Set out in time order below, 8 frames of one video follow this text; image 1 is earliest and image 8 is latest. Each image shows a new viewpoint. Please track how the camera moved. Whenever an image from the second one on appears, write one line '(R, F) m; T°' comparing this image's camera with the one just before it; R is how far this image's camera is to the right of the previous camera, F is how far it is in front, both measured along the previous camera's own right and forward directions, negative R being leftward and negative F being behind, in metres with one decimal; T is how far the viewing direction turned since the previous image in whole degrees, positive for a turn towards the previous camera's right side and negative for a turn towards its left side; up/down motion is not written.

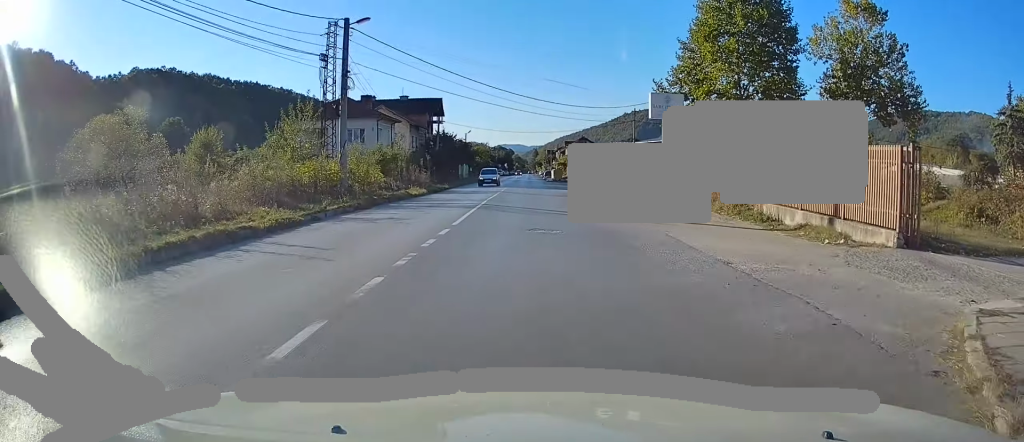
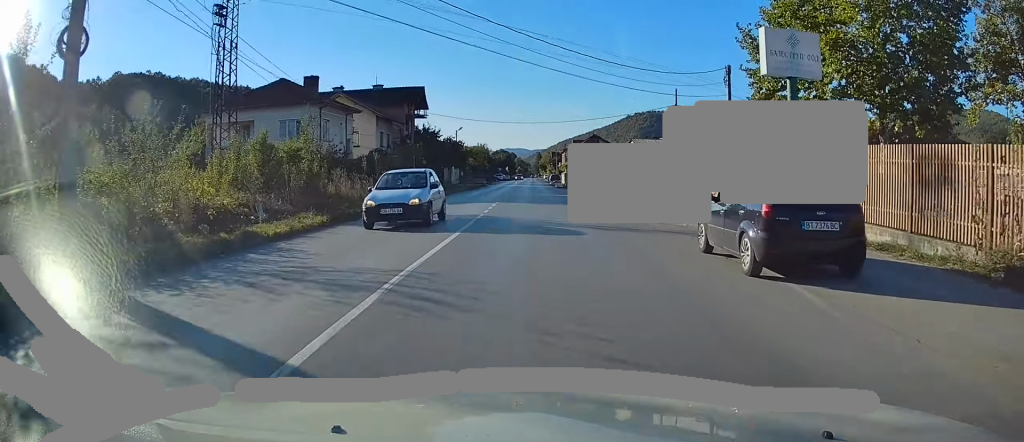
(0.0, +18.4) m; 0°
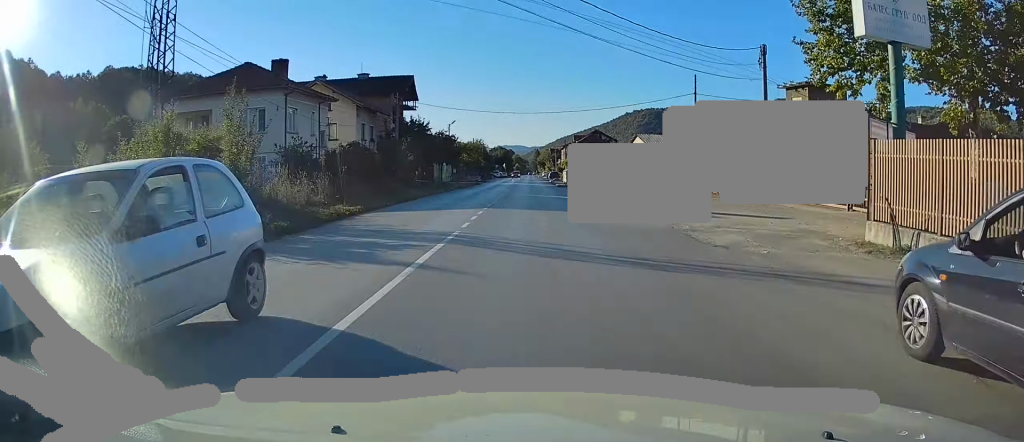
(0.0, +6.3) m; 0°
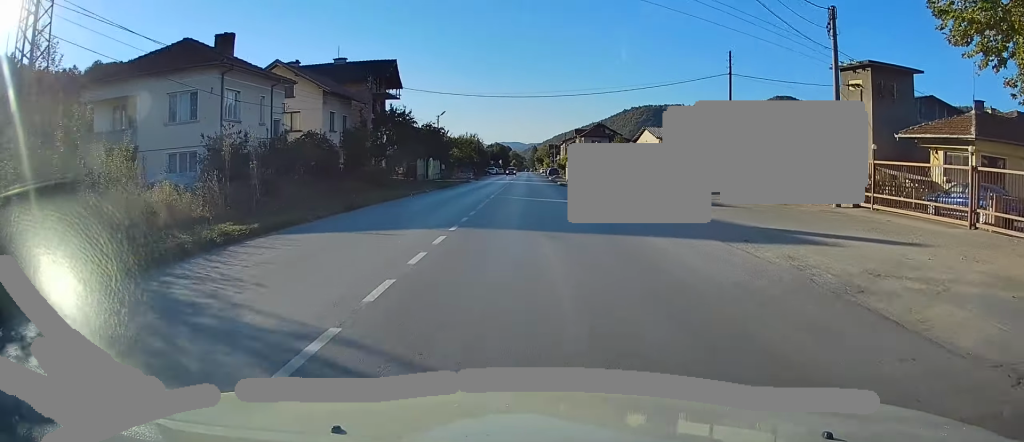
(0.0, +8.2) m; 0°
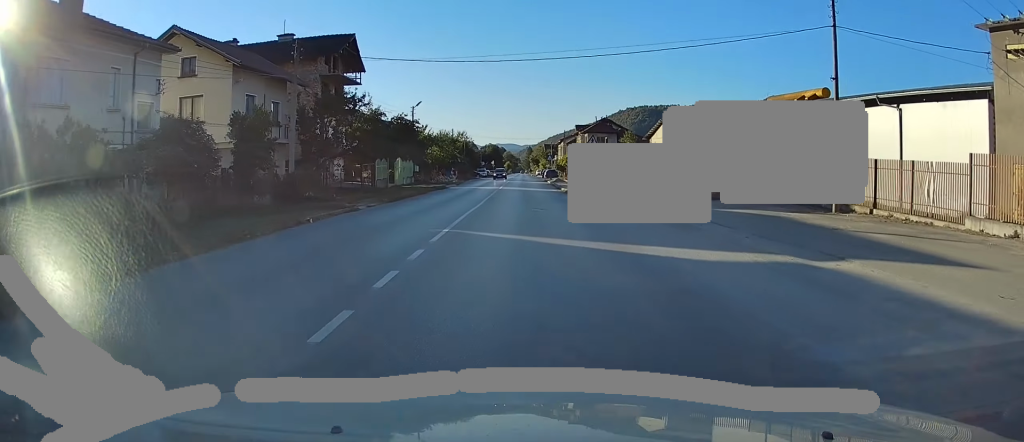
(0.0, +13.8) m; 0°
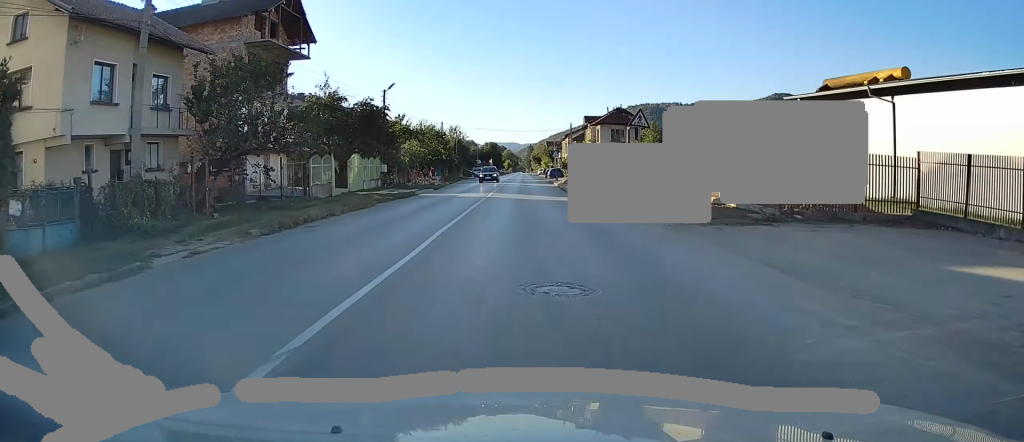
(-0.1, +13.2) m; 0°
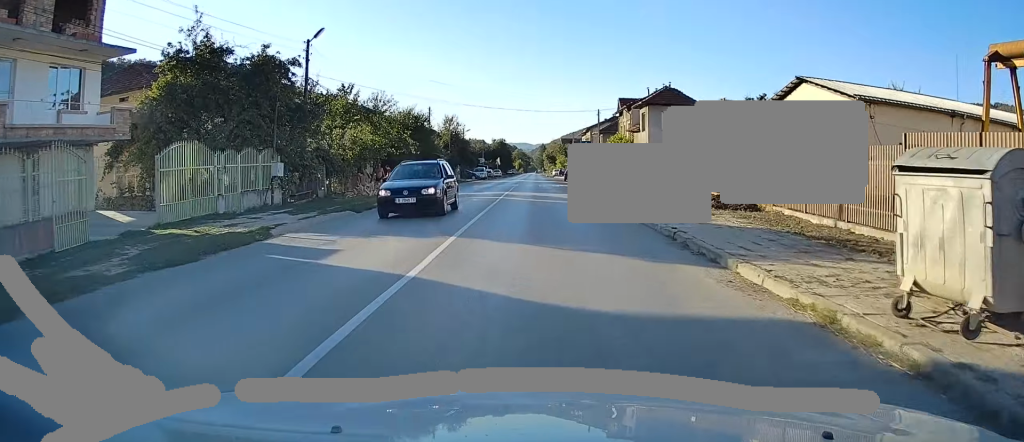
(+0.1, +20.8) m; -1°
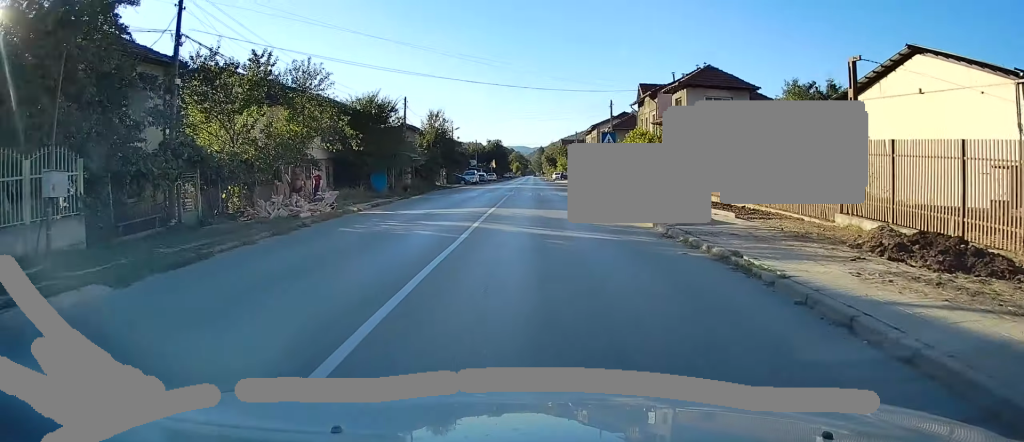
(-0.4, +12.1) m; 0°
